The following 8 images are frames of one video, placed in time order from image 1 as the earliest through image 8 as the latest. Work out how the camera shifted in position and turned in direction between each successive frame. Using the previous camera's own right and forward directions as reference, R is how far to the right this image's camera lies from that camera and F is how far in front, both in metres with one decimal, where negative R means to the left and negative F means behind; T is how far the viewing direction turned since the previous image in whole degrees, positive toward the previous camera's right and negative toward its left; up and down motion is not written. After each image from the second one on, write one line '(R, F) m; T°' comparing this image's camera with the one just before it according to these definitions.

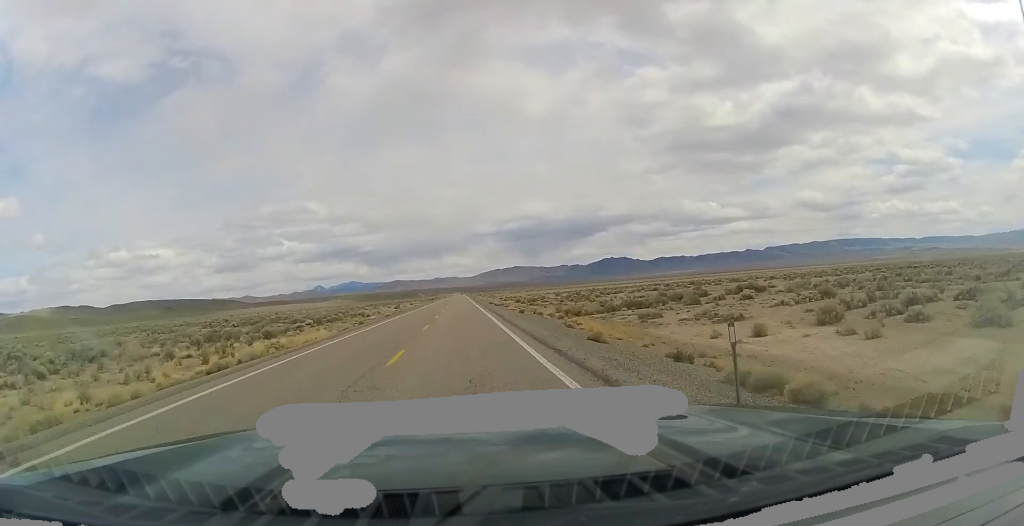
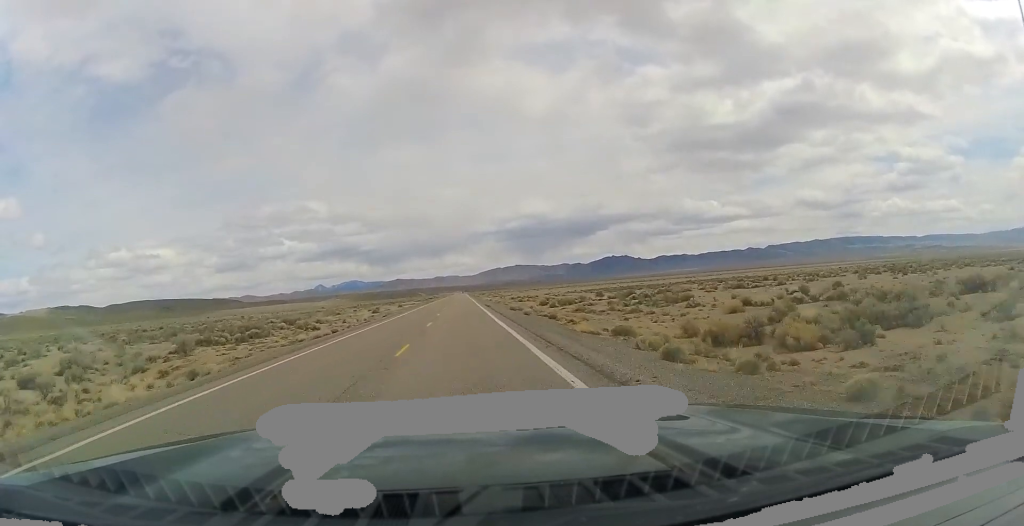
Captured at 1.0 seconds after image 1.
(0.0, +35.2) m; 0°
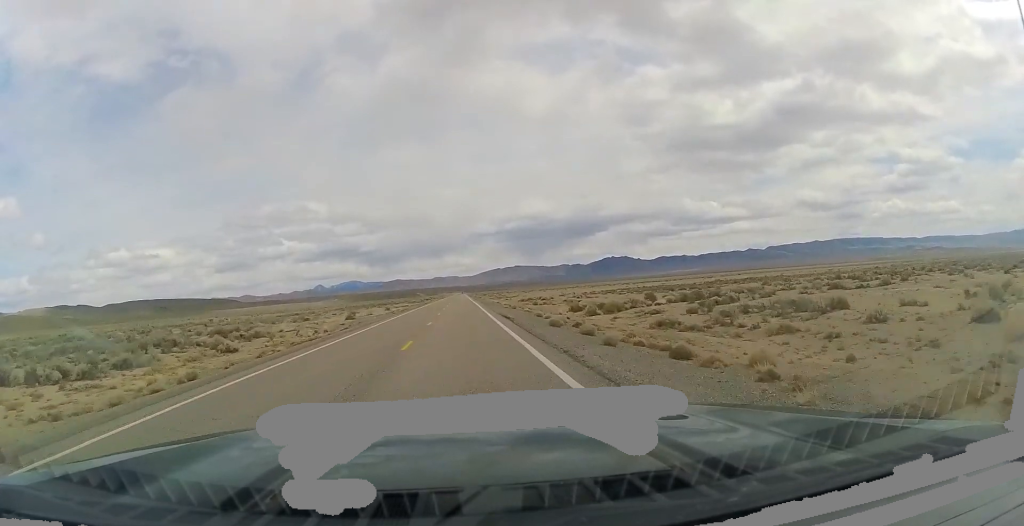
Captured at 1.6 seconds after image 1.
(0.0, +23.1) m; 0°
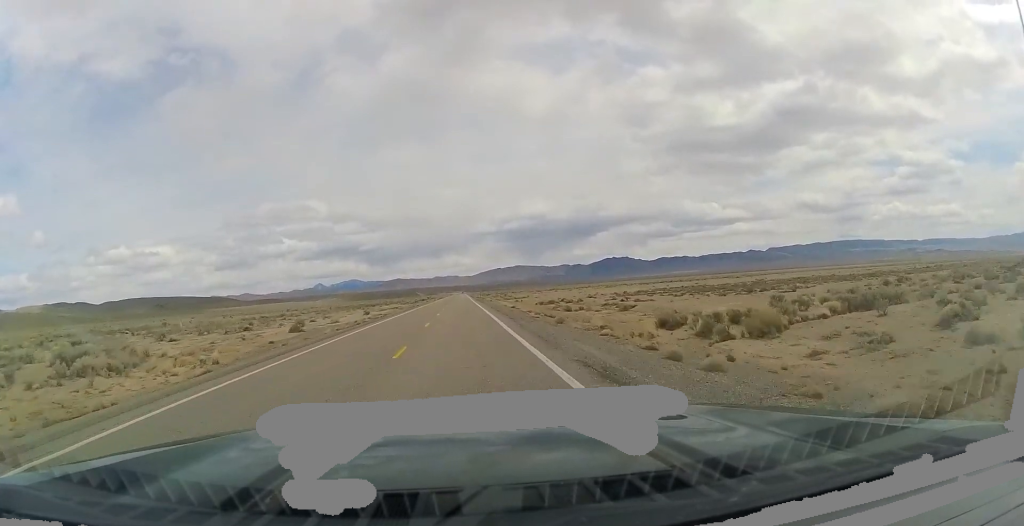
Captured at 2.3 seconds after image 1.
(0.0, +26.8) m; 0°
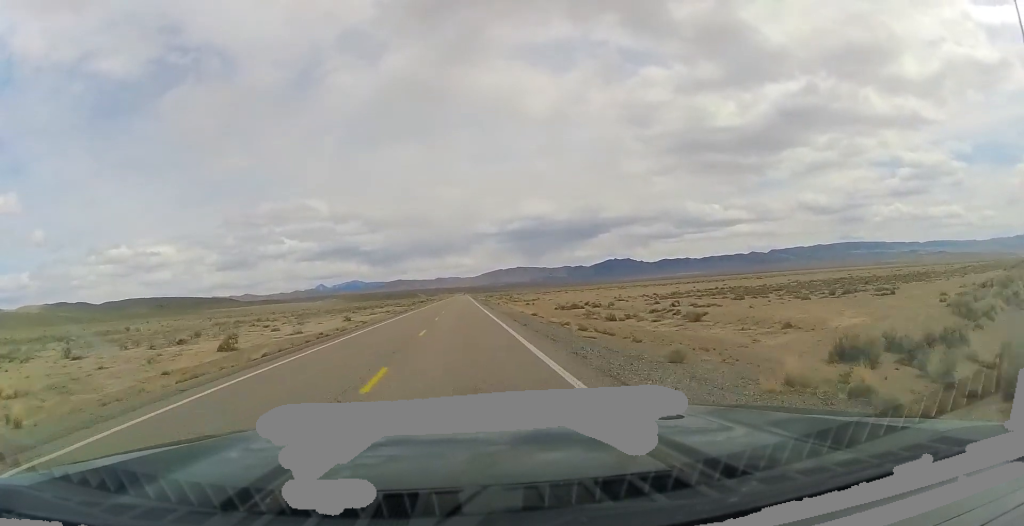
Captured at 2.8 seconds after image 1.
(0.0, +17.0) m; 0°
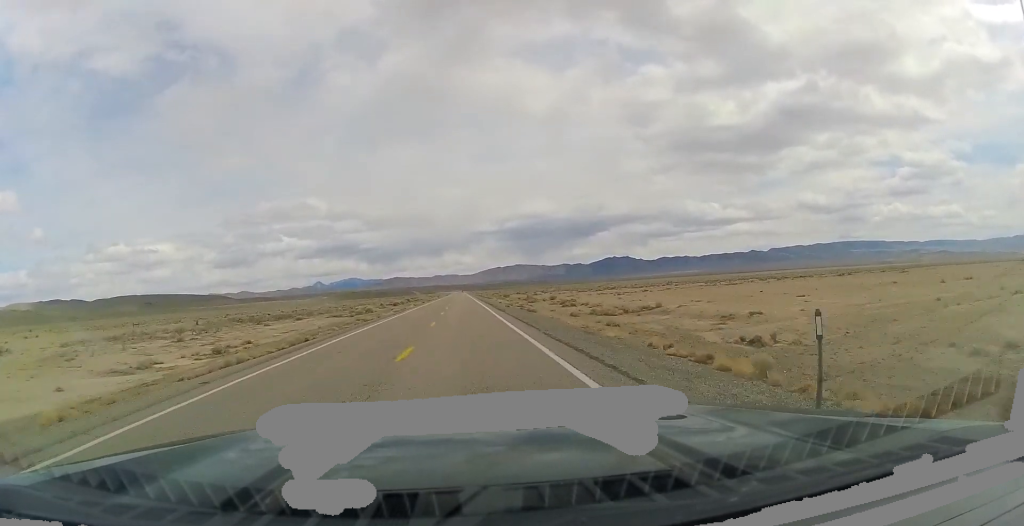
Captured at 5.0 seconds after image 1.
(-0.1, +82.0) m; 0°
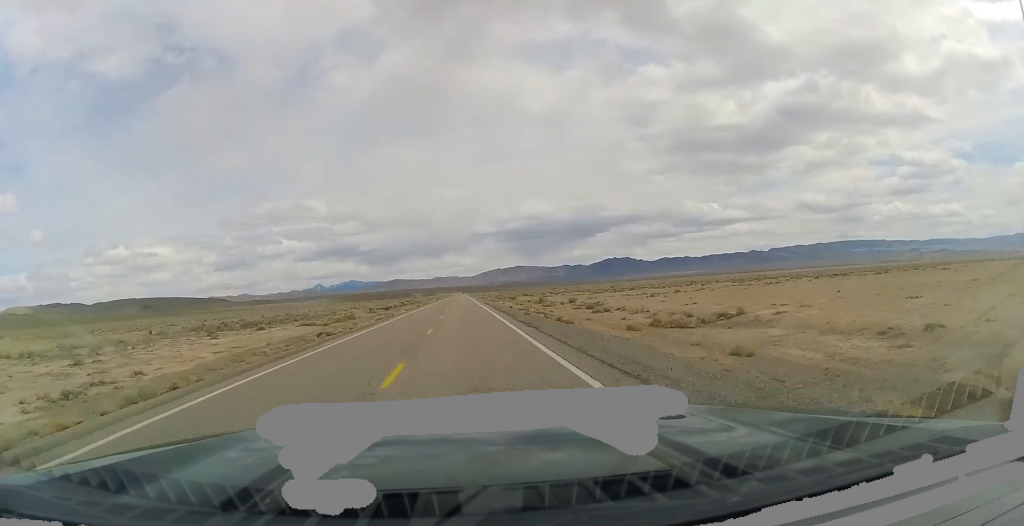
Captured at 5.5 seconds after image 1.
(0.0, +16.0) m; 0°
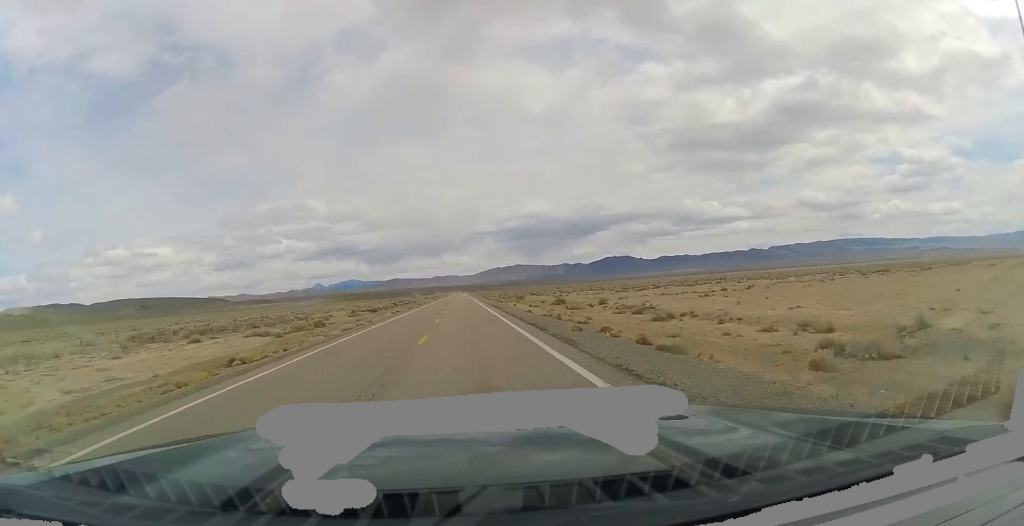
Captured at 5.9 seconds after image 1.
(0.0, +17.2) m; 0°
